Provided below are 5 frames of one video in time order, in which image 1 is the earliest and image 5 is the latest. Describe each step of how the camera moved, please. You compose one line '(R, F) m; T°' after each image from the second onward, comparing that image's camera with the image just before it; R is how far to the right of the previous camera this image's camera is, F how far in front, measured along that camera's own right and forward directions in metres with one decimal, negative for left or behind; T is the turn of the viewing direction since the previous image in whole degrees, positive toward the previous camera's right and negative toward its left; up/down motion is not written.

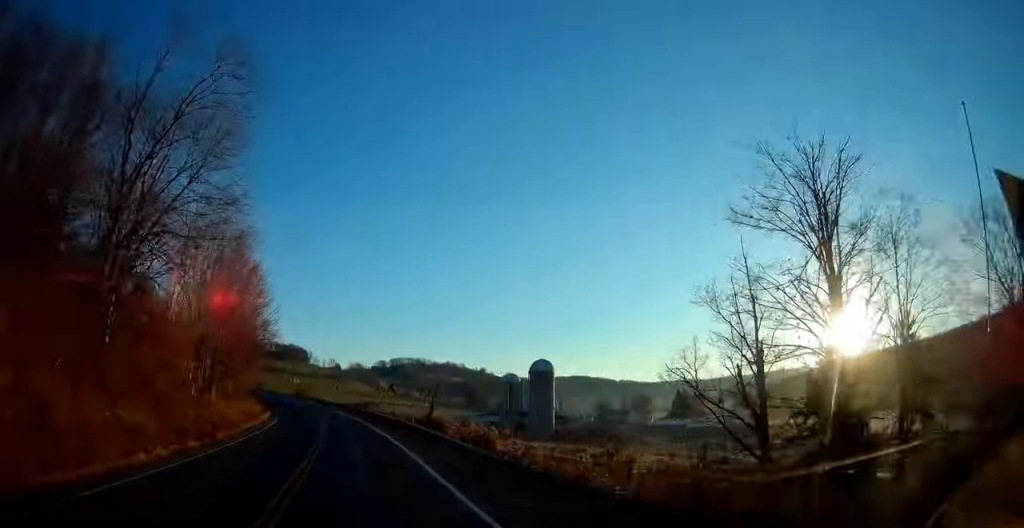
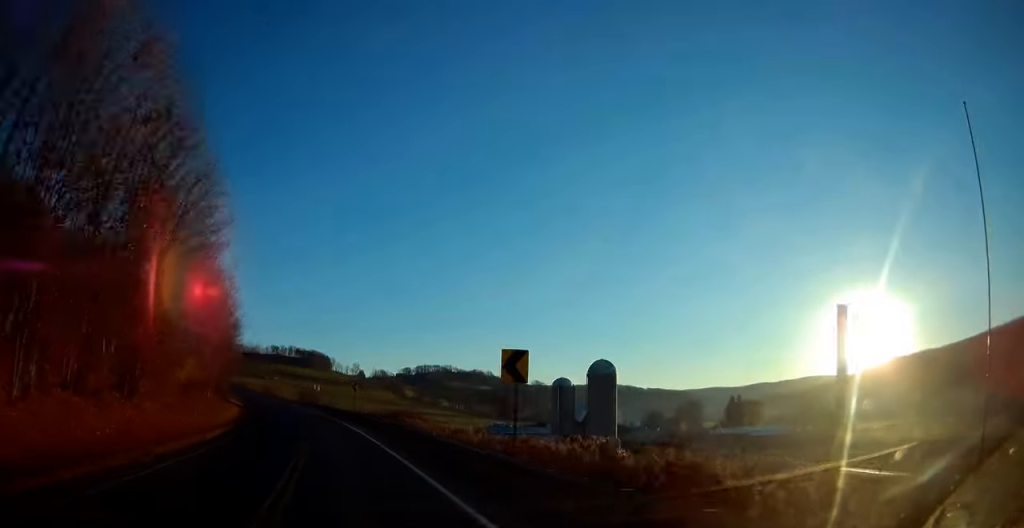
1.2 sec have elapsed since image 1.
(-0.5, +28.1) m; -3°
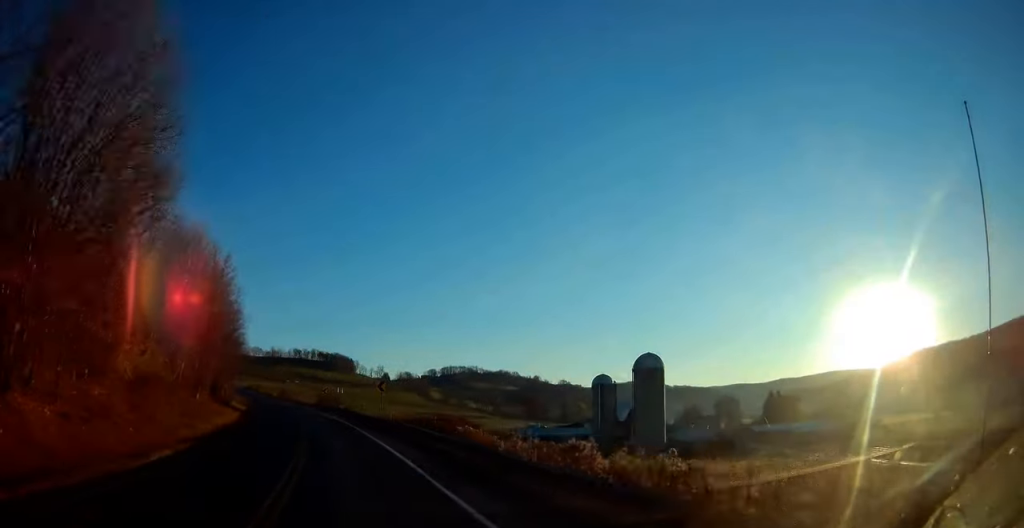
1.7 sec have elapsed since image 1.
(-0.2, +12.5) m; -2°
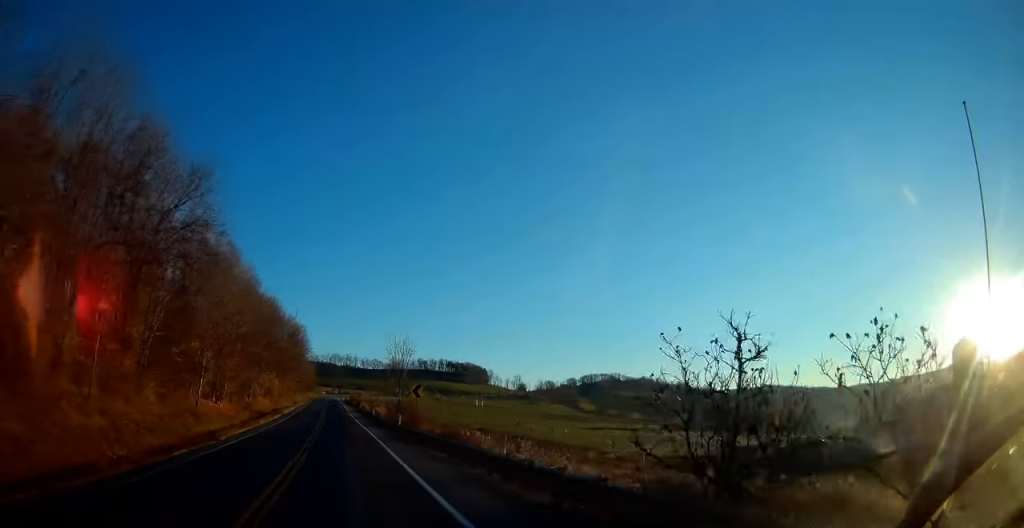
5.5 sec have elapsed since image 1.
(-10.0, +86.4) m; -12°
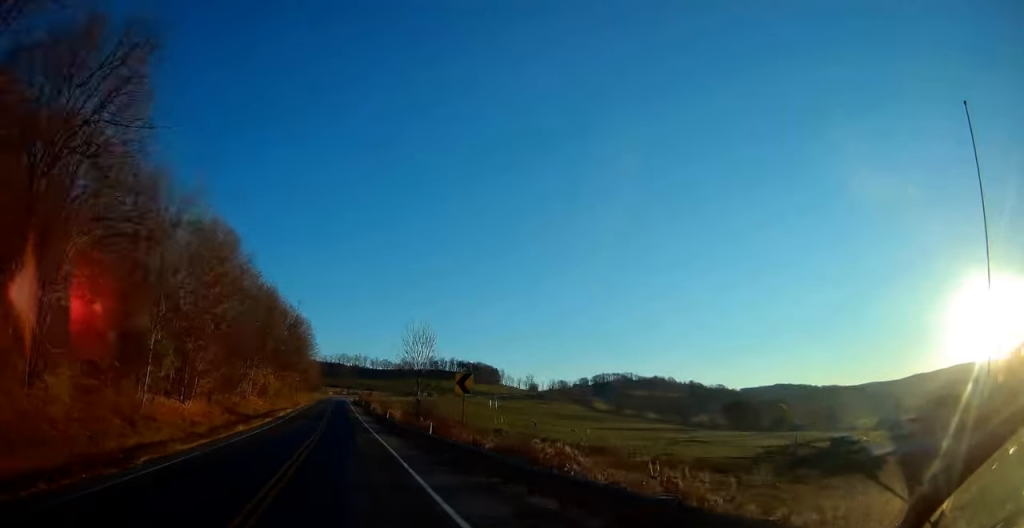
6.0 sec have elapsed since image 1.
(-0.1, +11.8) m; -1°
